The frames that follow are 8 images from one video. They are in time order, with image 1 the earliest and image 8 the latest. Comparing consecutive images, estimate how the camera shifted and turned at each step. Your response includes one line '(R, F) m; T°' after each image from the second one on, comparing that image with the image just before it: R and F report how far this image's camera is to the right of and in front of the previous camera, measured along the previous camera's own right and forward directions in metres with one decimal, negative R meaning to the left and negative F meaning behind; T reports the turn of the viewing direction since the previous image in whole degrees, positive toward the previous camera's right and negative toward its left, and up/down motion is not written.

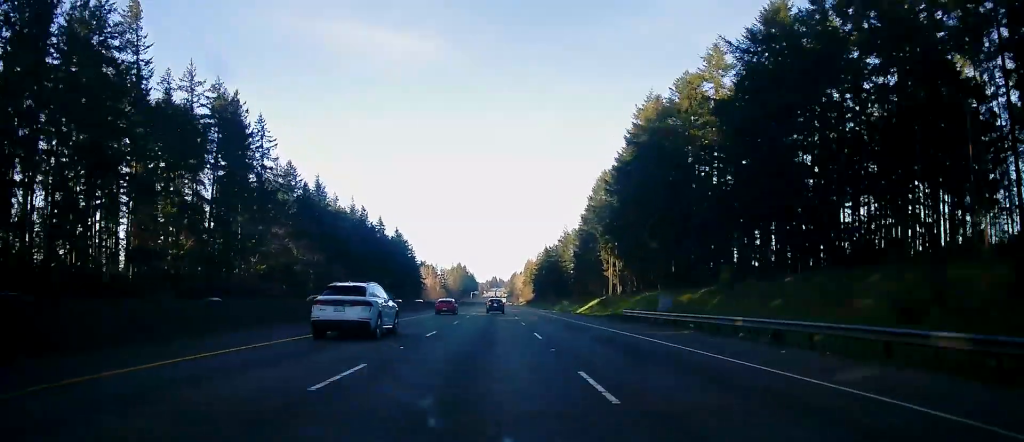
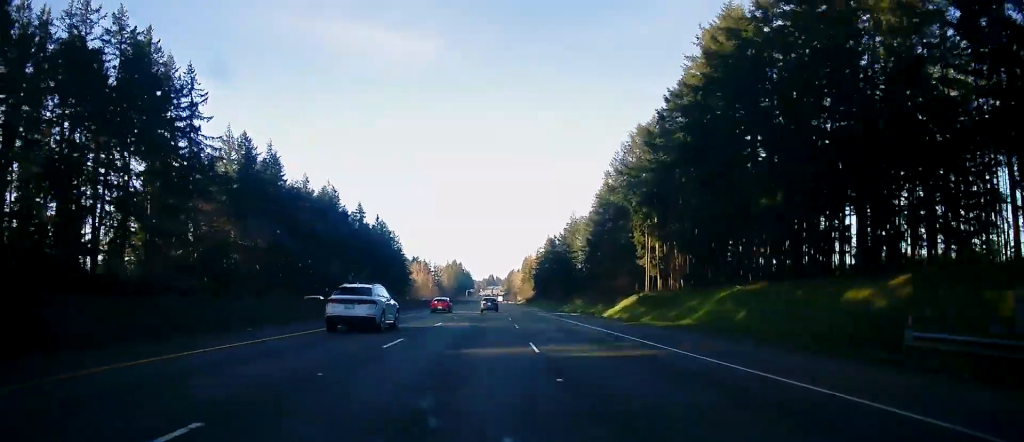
(+0.3, +29.7) m; +1°
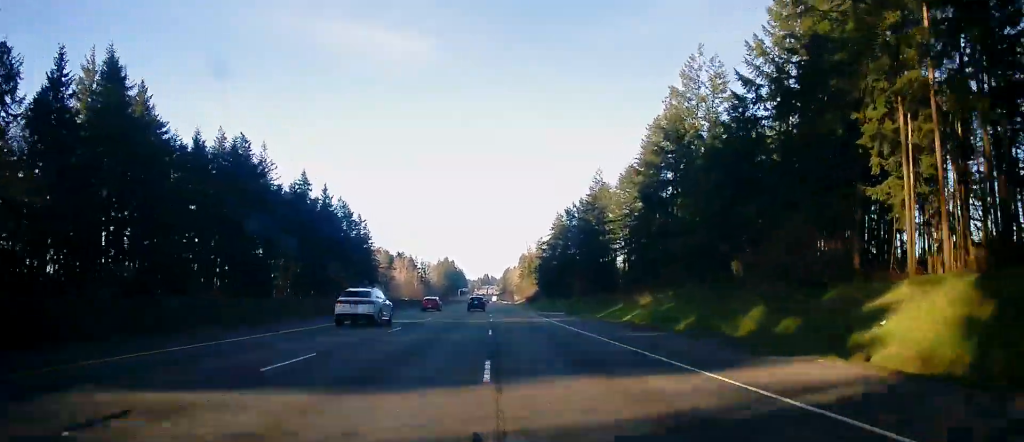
(0.0, +53.9) m; 0°
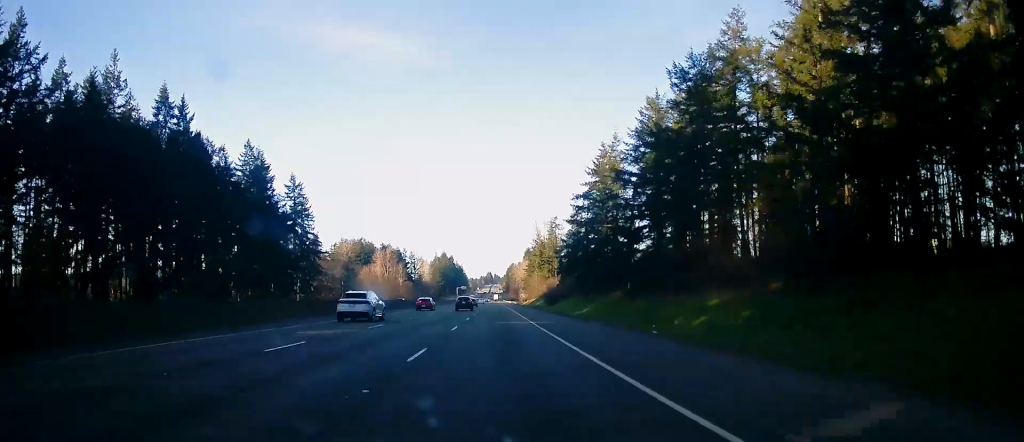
(+0.2, +69.7) m; 0°
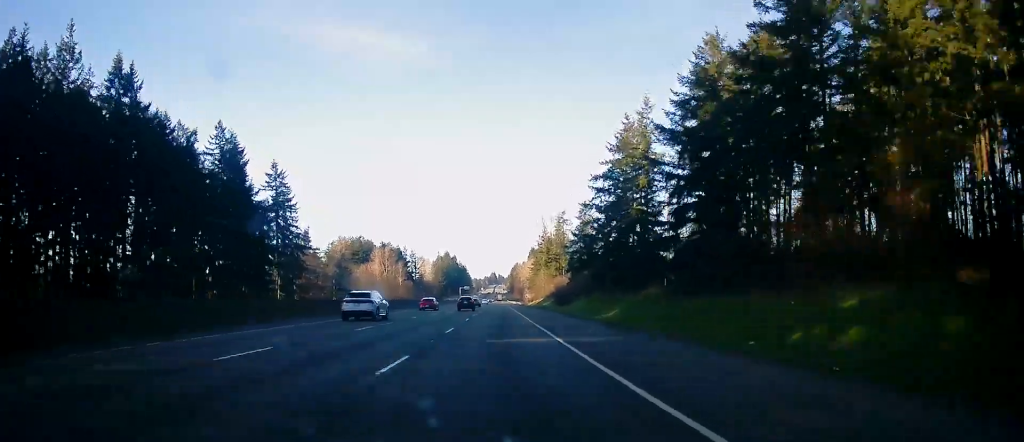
(0.0, +14.4) m; 0°
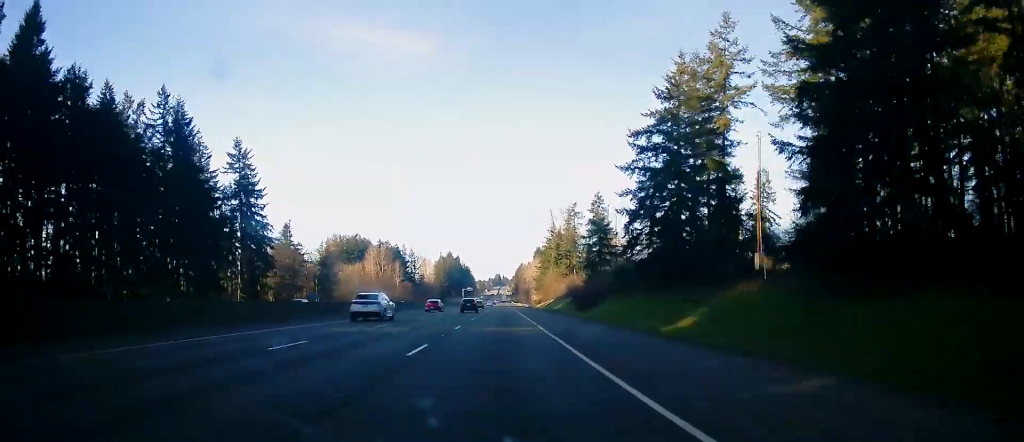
(-0.1, +21.1) m; -1°
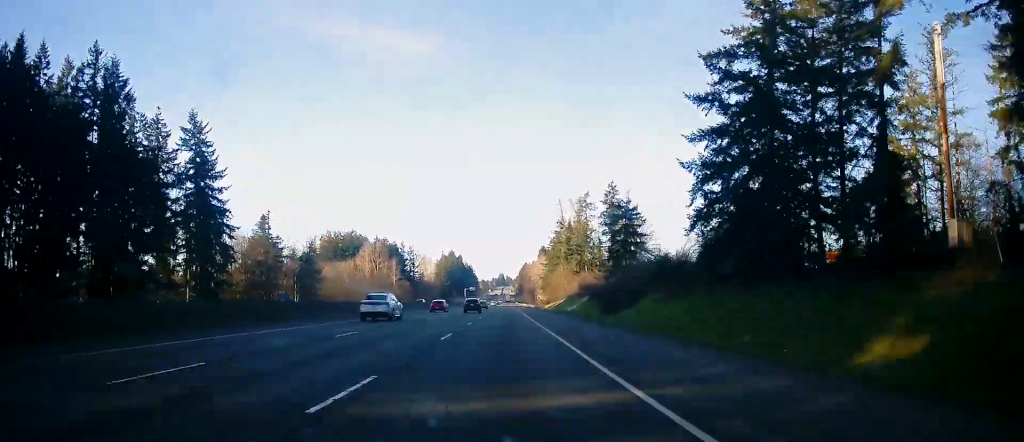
(-0.1, +18.9) m; 0°
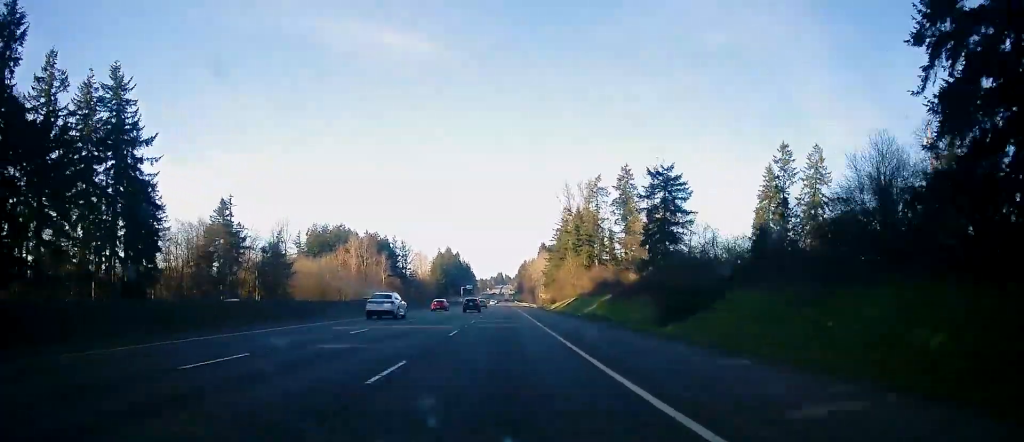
(-0.1, +22.1) m; 0°
